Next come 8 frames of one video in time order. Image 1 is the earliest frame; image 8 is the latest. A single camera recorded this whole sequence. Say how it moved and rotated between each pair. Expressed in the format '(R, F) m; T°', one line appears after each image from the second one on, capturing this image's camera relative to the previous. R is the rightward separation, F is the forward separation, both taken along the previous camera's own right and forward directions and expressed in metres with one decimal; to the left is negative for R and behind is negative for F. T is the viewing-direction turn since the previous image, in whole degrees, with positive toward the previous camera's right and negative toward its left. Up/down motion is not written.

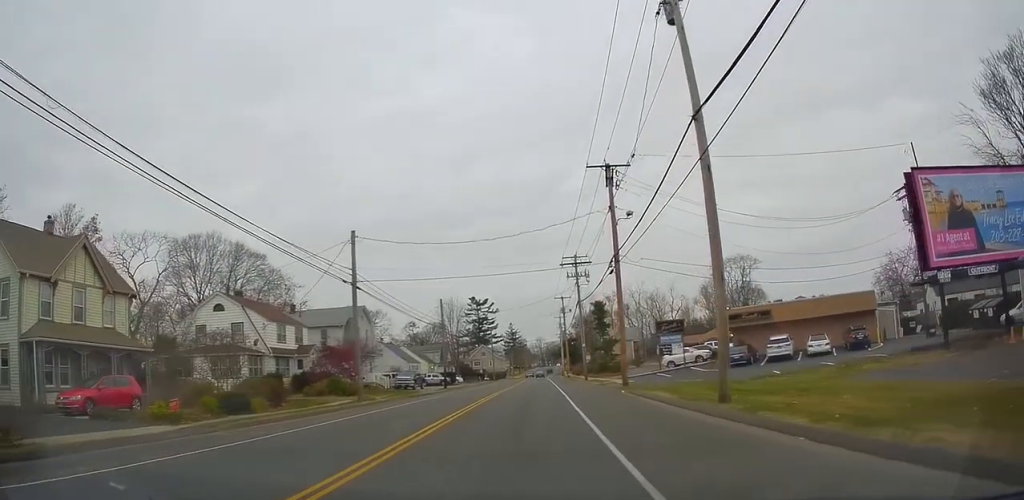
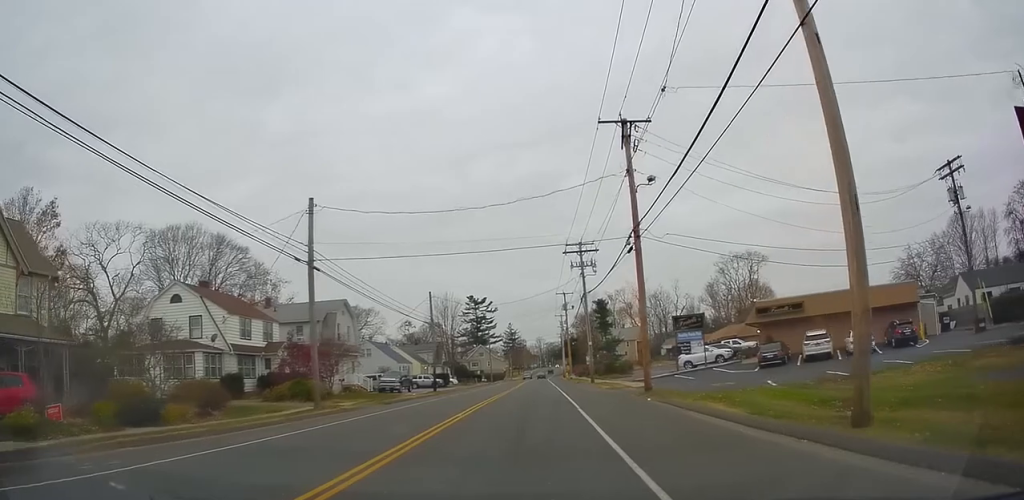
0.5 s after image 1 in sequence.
(-0.3, +6.2) m; 0°
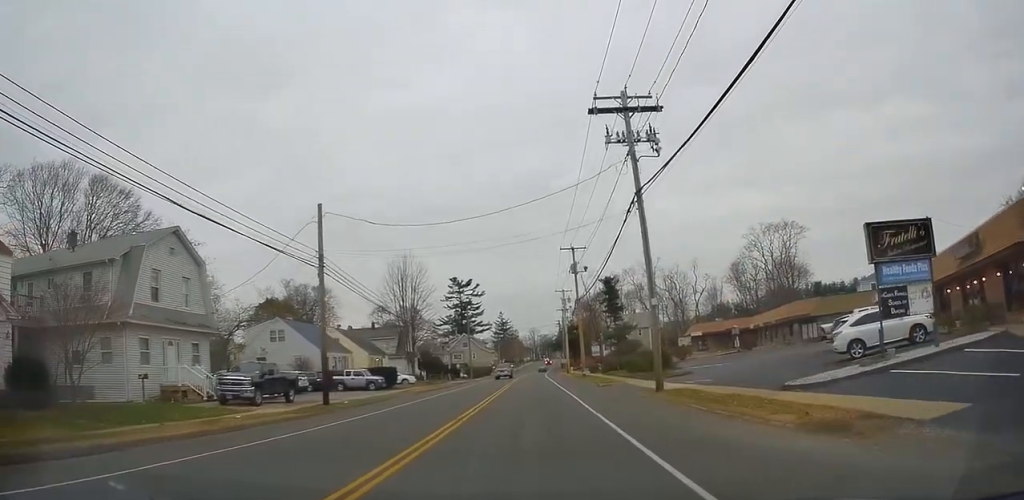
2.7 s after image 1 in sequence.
(+1.0, +27.0) m; 0°
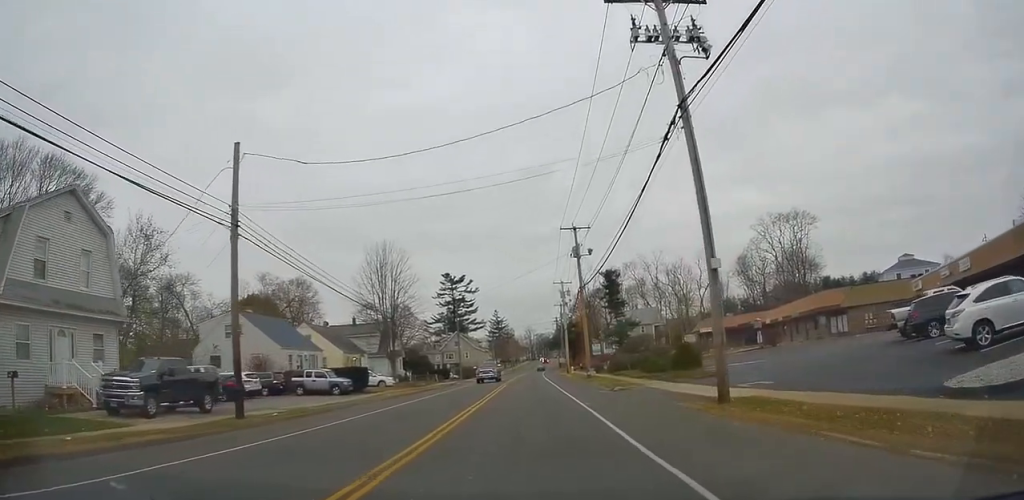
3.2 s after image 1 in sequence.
(-0.3, +7.9) m; 0°
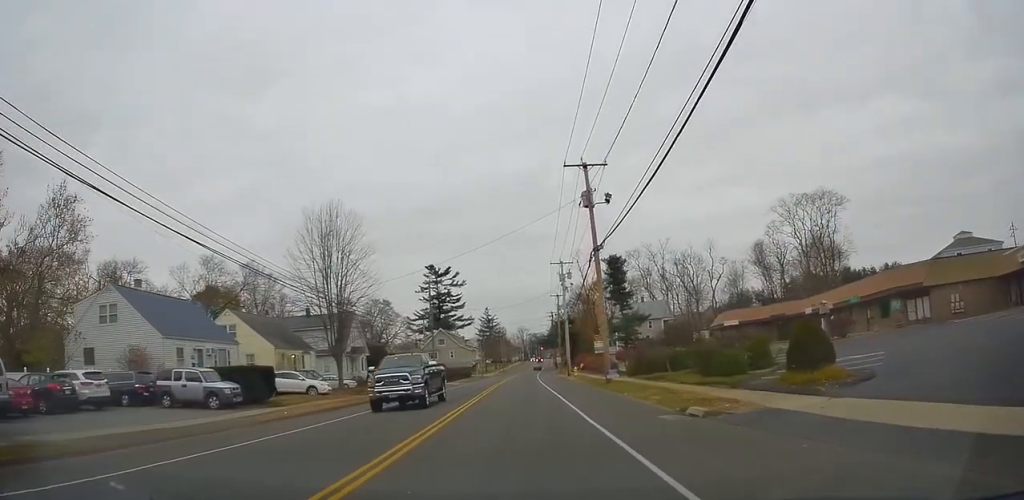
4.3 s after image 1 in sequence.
(+0.1, +14.9) m; +3°
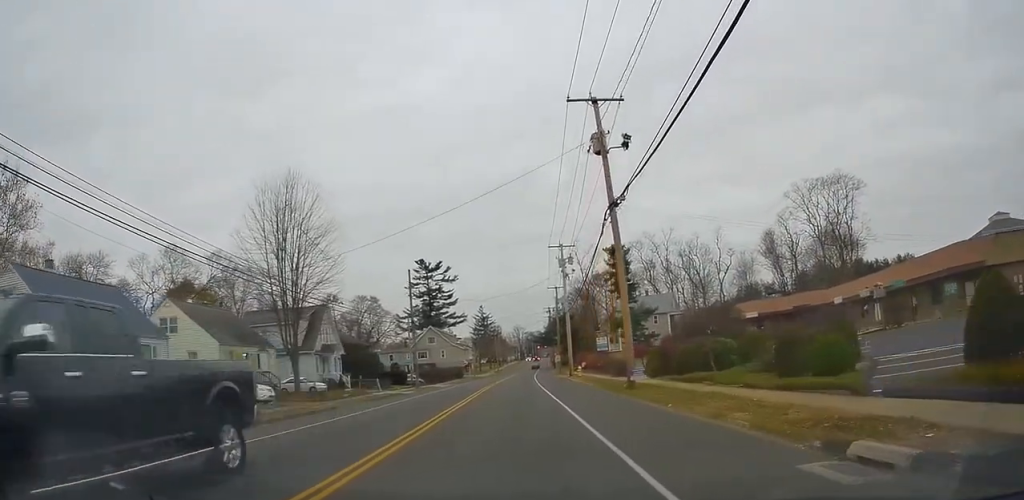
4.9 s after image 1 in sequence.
(+0.2, +8.0) m; +2°
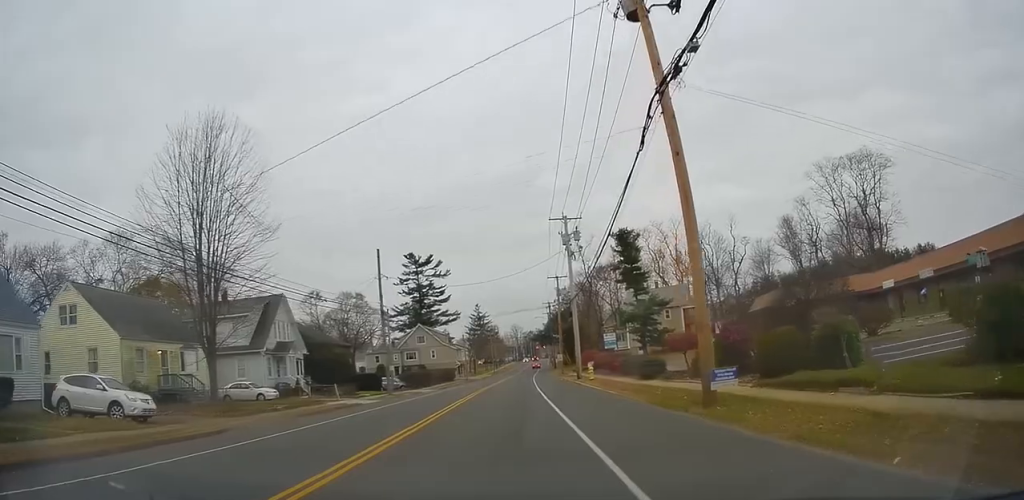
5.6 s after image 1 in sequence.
(+0.4, +10.2) m; 0°
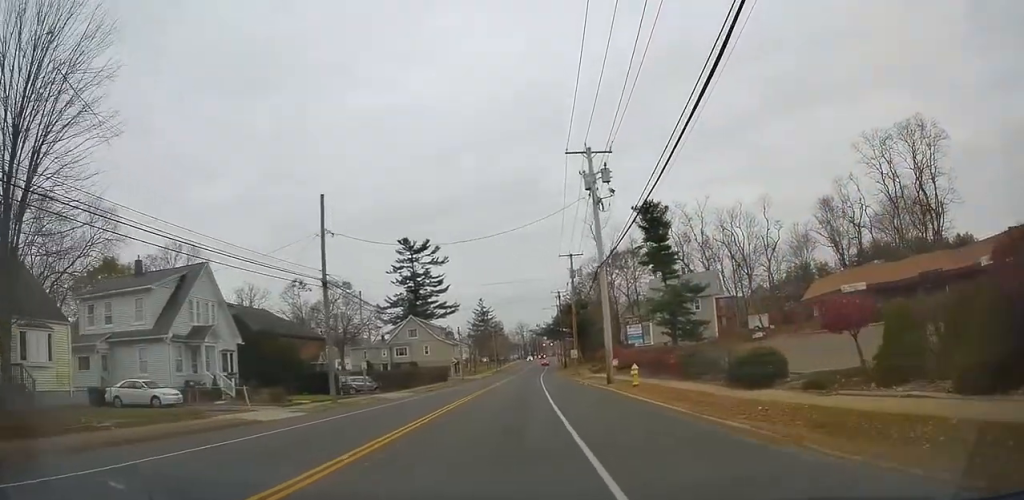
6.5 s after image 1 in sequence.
(-0.4, +13.6) m; -2°
